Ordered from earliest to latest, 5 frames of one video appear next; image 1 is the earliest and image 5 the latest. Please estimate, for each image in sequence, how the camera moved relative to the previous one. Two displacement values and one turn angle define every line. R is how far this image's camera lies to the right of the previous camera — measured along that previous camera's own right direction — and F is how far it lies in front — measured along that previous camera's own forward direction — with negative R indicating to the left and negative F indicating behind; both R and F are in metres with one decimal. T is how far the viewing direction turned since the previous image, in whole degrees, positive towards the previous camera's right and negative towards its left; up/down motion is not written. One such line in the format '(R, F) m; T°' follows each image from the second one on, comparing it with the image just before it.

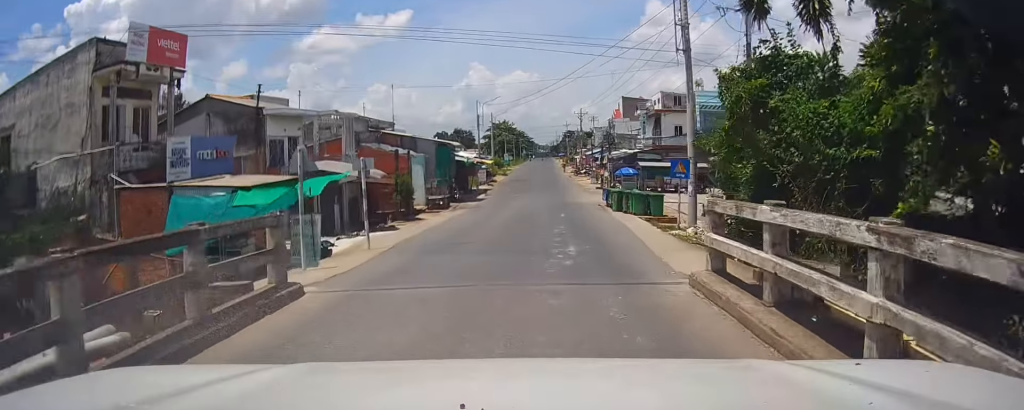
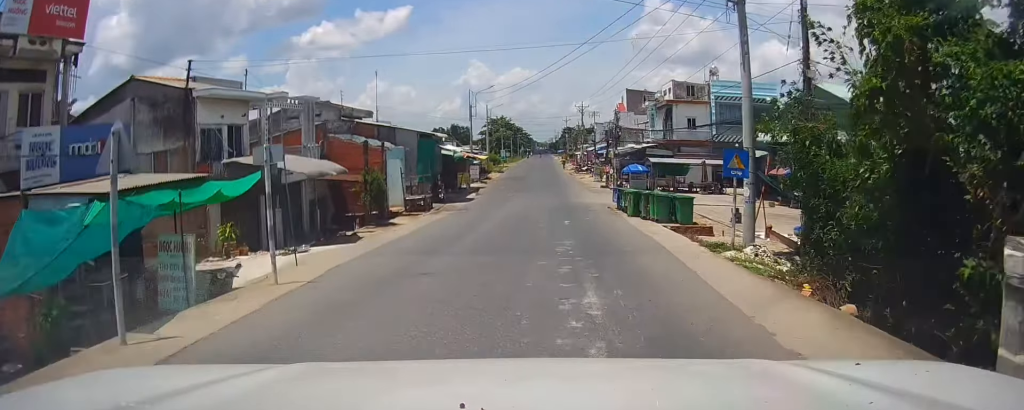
(+0.3, +6.2) m; +1°
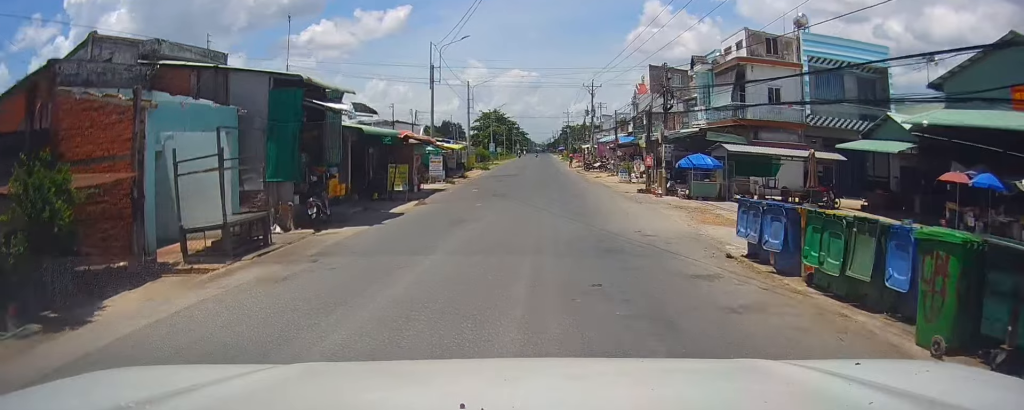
(+0.1, +21.1) m; -2°
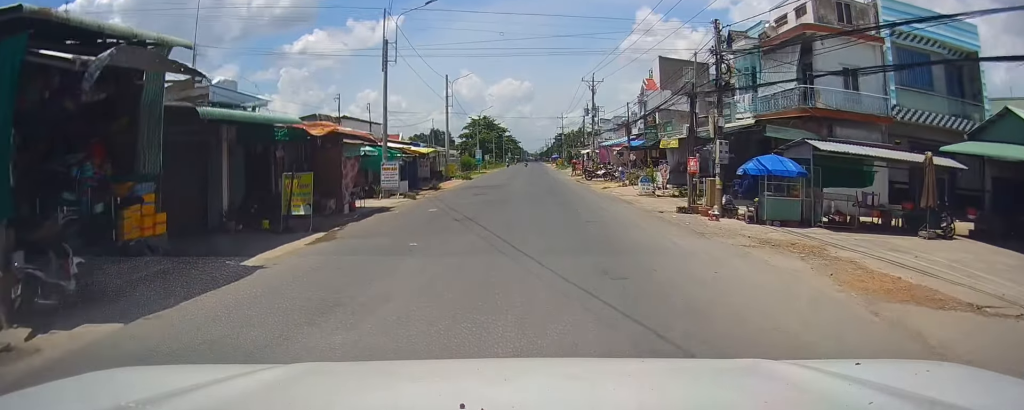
(-0.6, +10.1) m; +2°
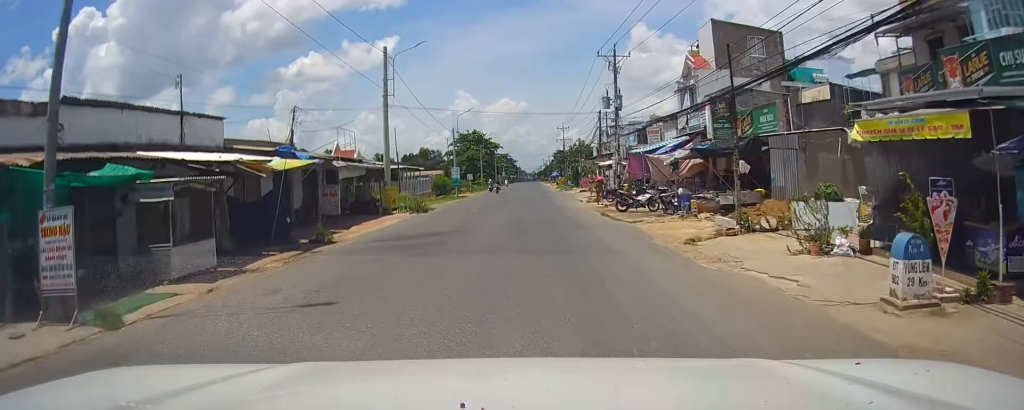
(+1.0, +21.3) m; 0°
